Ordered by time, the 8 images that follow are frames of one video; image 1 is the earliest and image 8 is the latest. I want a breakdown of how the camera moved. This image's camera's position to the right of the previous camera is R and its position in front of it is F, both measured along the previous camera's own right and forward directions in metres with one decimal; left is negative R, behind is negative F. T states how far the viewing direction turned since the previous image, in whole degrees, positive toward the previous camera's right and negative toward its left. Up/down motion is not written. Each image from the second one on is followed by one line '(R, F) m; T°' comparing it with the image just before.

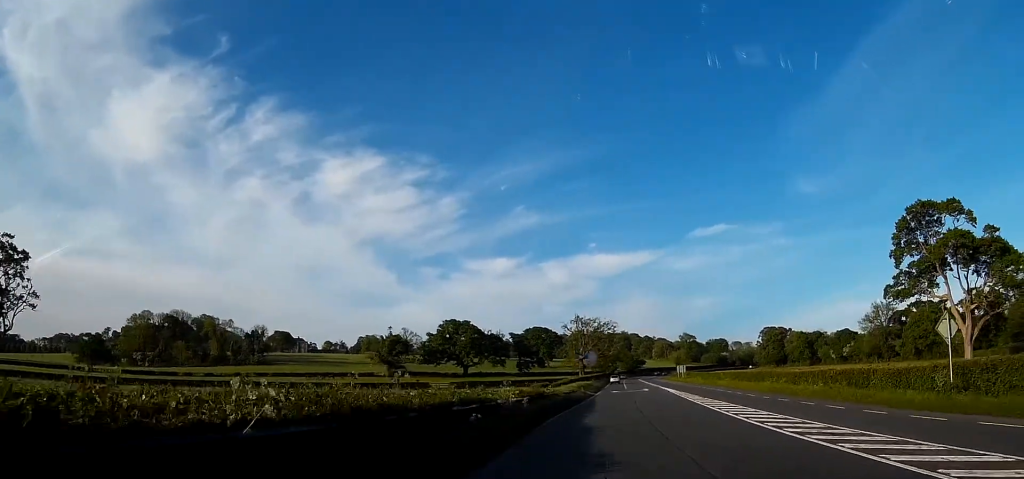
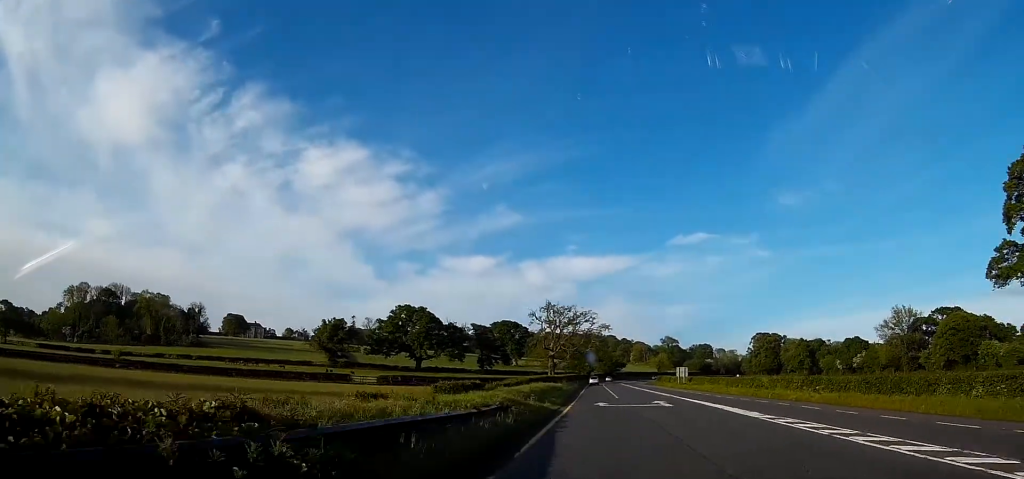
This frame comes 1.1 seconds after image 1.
(+1.1, +32.2) m; +2°
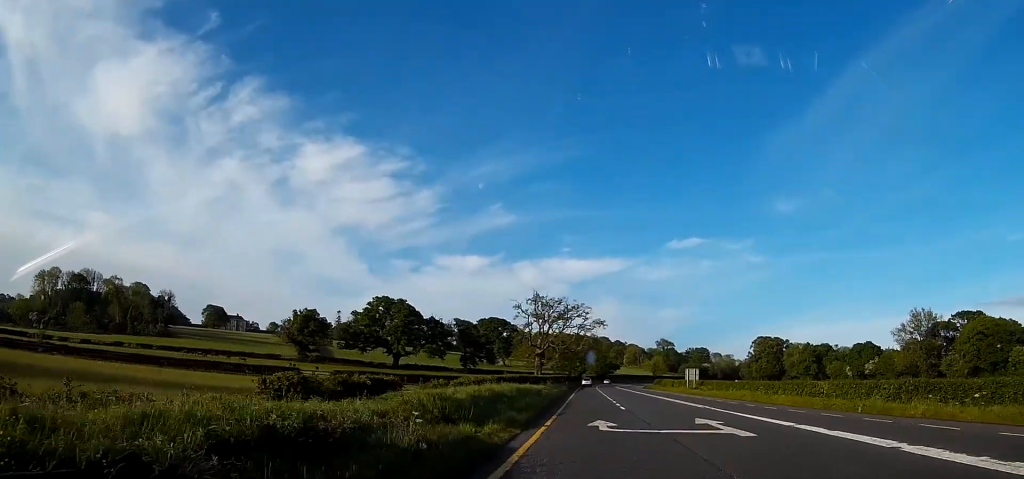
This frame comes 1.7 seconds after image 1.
(0.0, +16.2) m; +1°
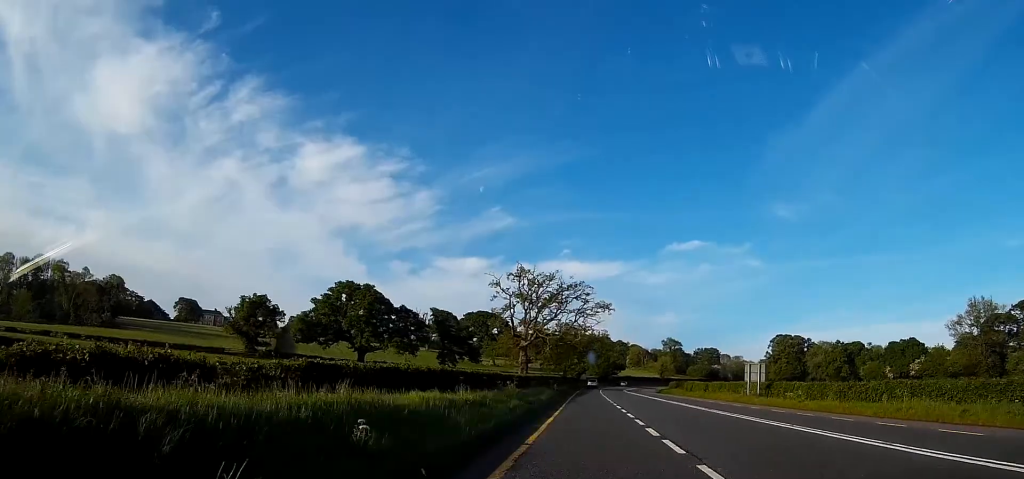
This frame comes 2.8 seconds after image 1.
(+0.4, +30.6) m; +1°
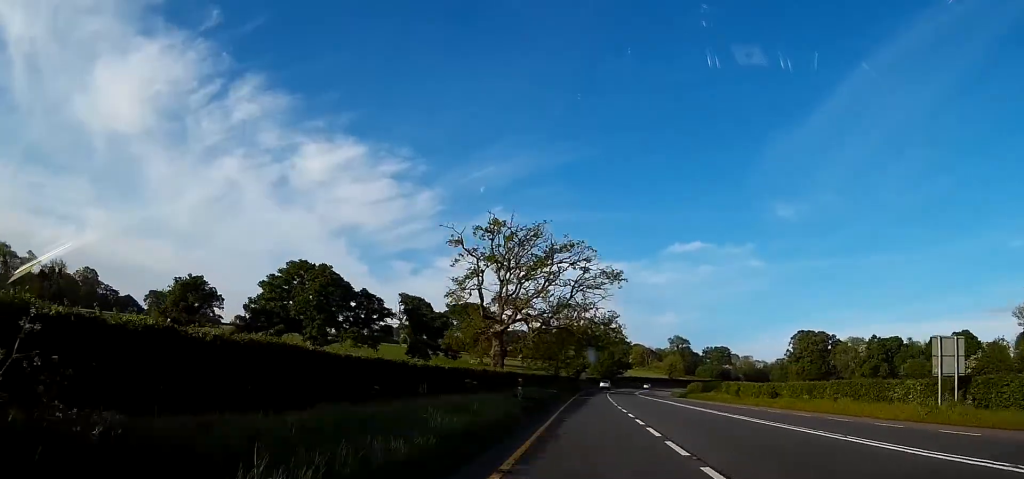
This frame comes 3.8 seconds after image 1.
(-0.1, +28.7) m; 0°
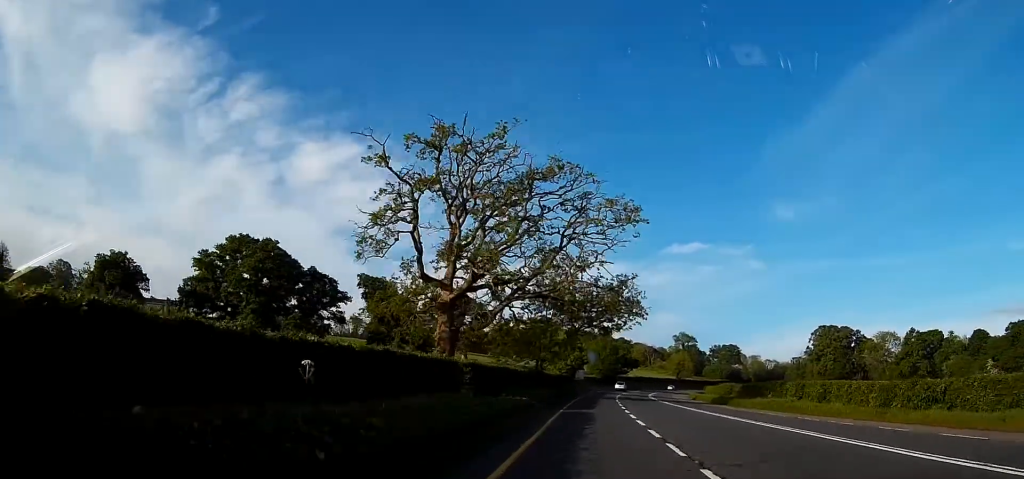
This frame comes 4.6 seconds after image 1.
(+0.2, +24.8) m; 0°
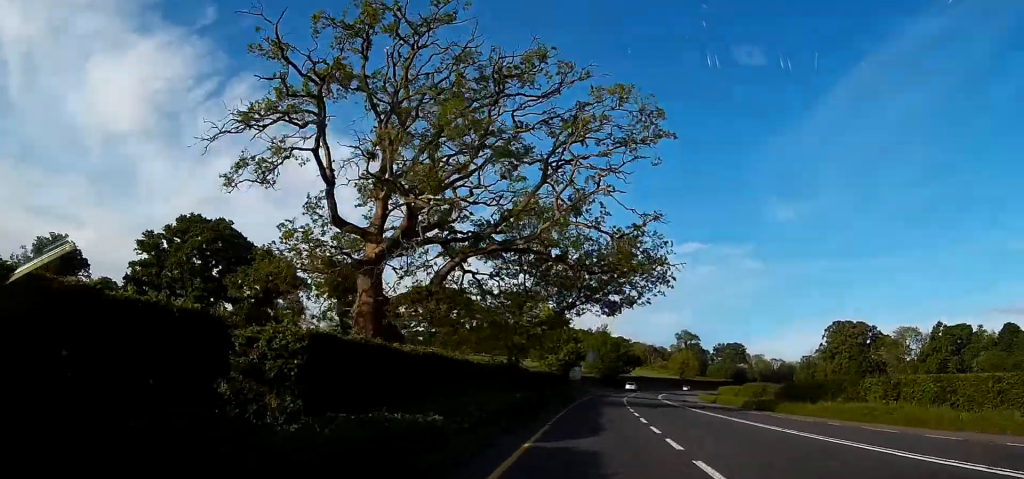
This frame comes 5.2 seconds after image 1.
(0.0, +15.2) m; 0°
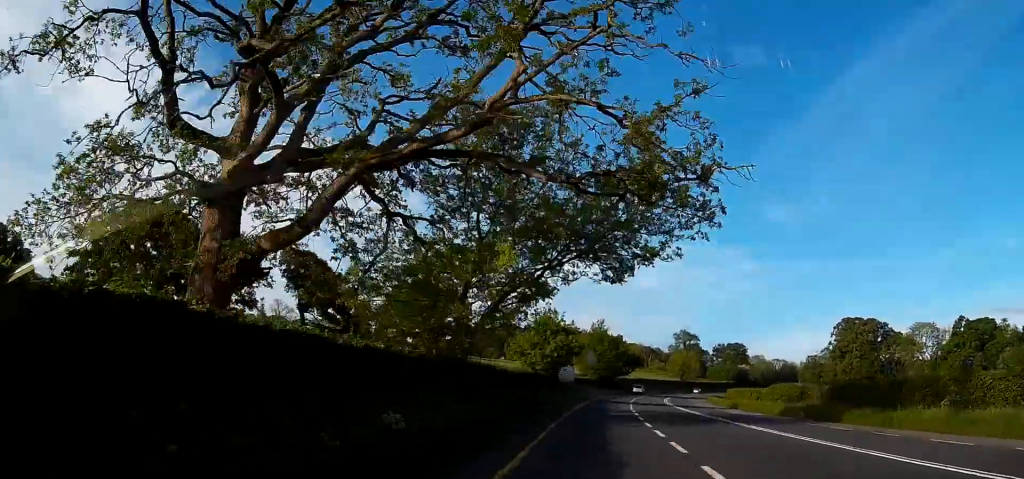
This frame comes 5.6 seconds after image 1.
(-0.2, +12.4) m; +1°
